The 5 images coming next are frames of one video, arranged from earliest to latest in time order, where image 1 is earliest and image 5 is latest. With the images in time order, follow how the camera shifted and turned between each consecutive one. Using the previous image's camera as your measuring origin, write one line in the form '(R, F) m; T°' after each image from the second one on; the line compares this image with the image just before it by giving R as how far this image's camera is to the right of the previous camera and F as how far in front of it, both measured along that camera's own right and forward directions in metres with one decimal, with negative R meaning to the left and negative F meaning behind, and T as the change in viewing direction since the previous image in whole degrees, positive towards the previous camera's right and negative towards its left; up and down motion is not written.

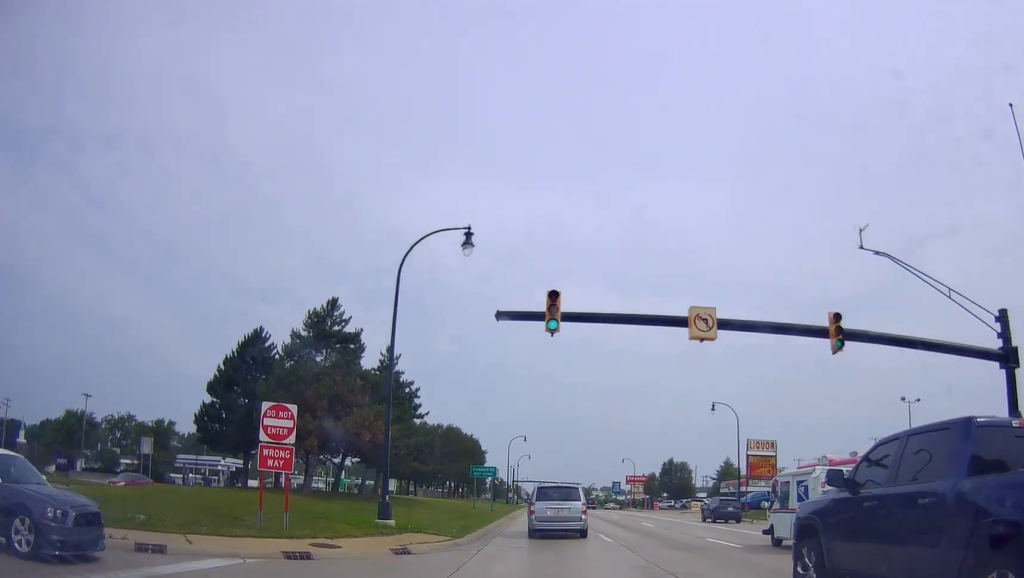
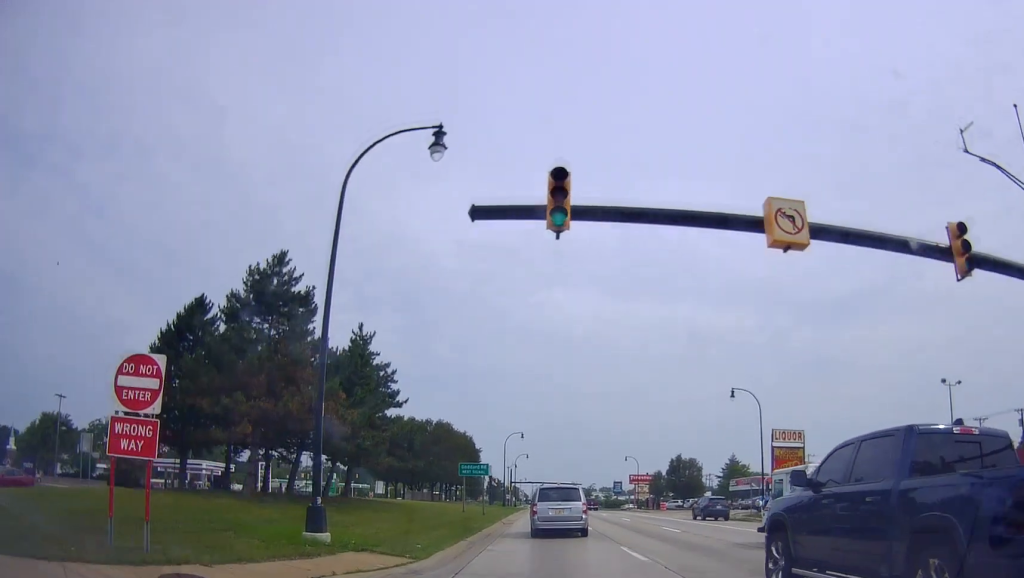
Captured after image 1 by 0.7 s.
(0.0, +4.6) m; 0°
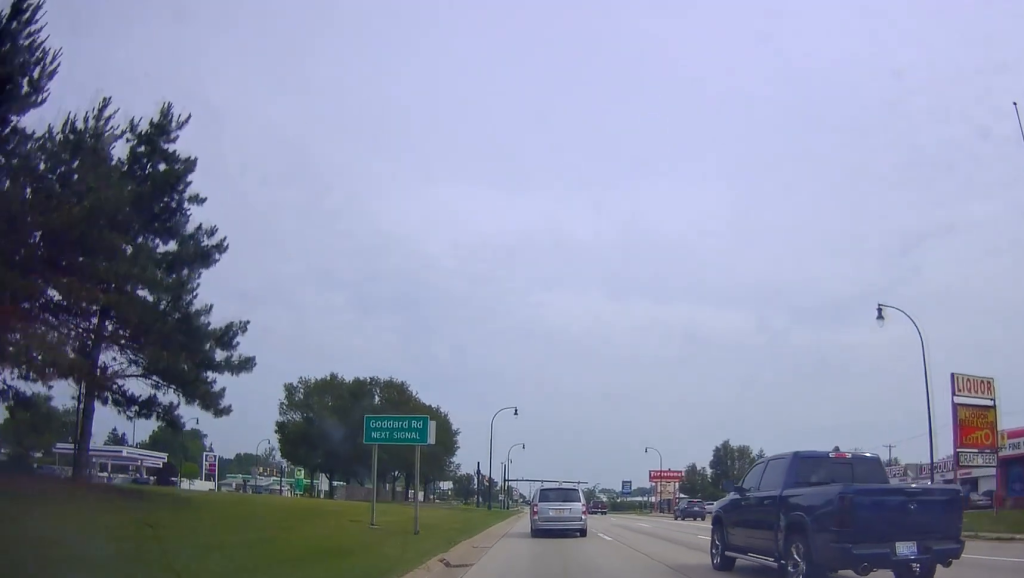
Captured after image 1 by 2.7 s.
(0.0, +18.8) m; 0°
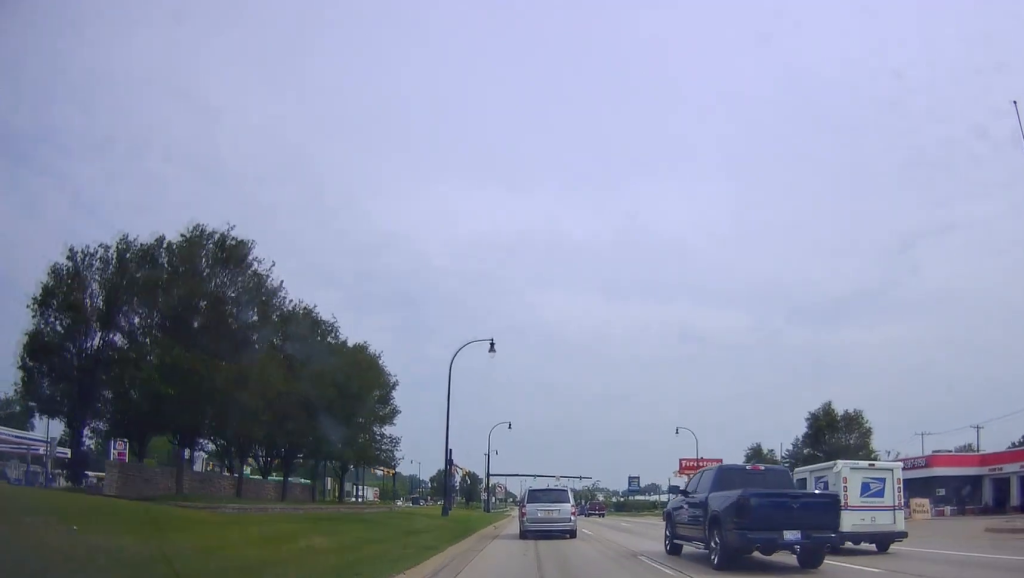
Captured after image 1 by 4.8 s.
(0.0, +23.3) m; 0°
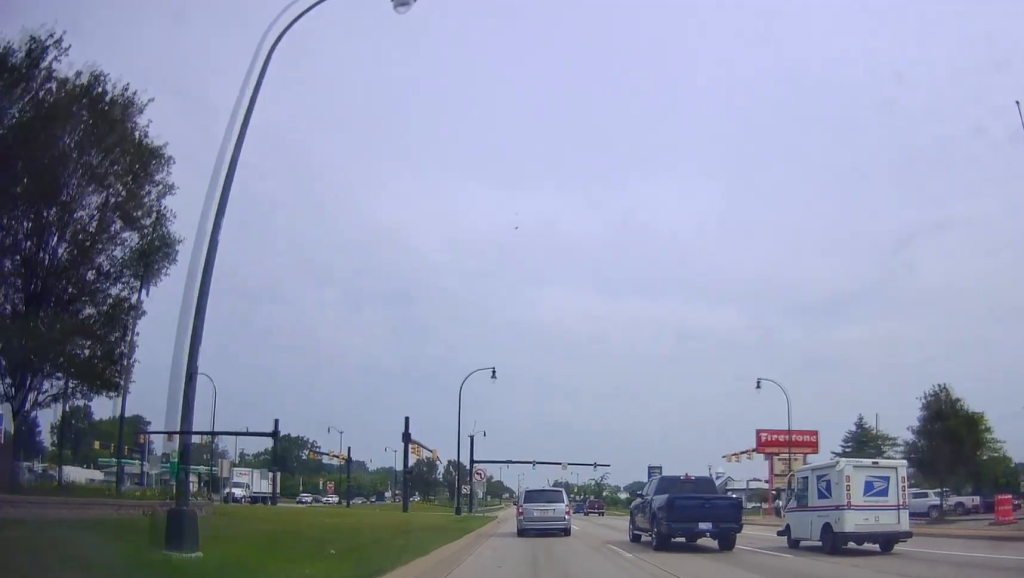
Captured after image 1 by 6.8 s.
(0.0, +26.0) m; 0°
